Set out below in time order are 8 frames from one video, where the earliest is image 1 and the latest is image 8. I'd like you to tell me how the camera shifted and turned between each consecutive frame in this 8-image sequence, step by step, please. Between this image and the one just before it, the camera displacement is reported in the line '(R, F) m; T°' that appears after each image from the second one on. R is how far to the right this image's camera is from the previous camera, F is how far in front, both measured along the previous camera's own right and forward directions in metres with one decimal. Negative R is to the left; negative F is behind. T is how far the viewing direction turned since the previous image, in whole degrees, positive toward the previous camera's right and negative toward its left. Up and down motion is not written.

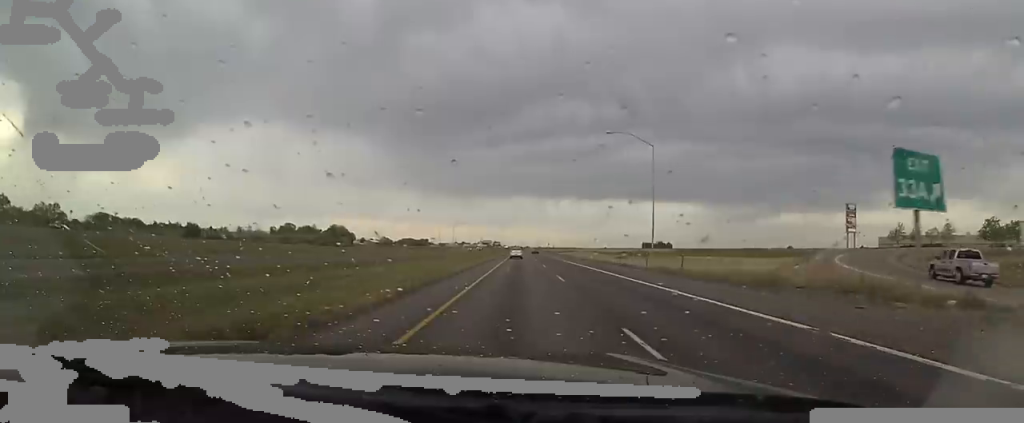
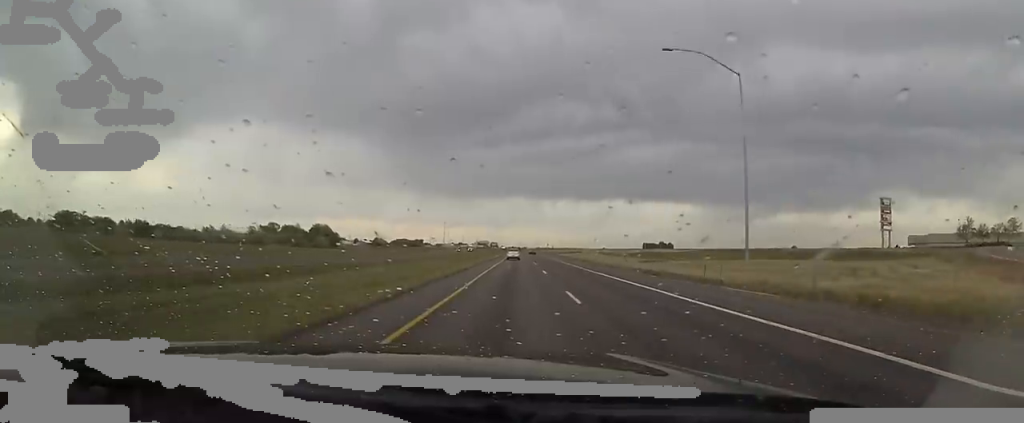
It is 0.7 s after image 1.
(+1.1, +23.0) m; +1°
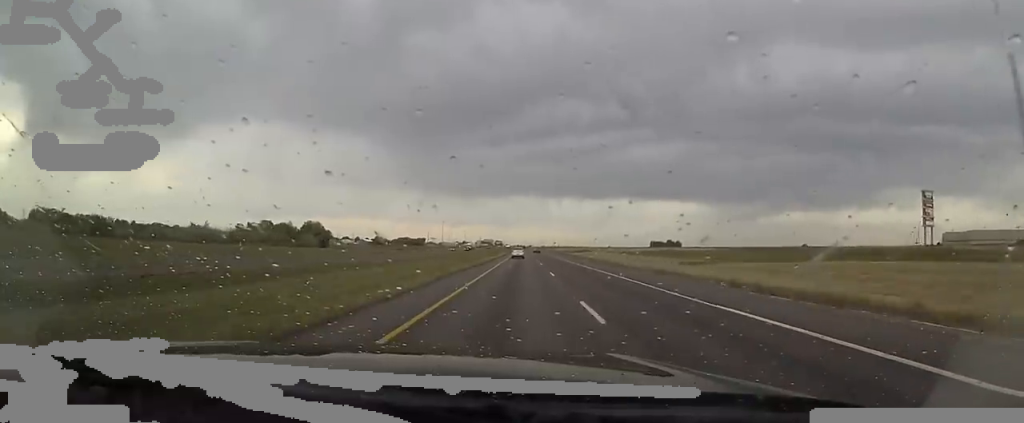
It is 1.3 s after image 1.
(+0.4, +18.6) m; 0°
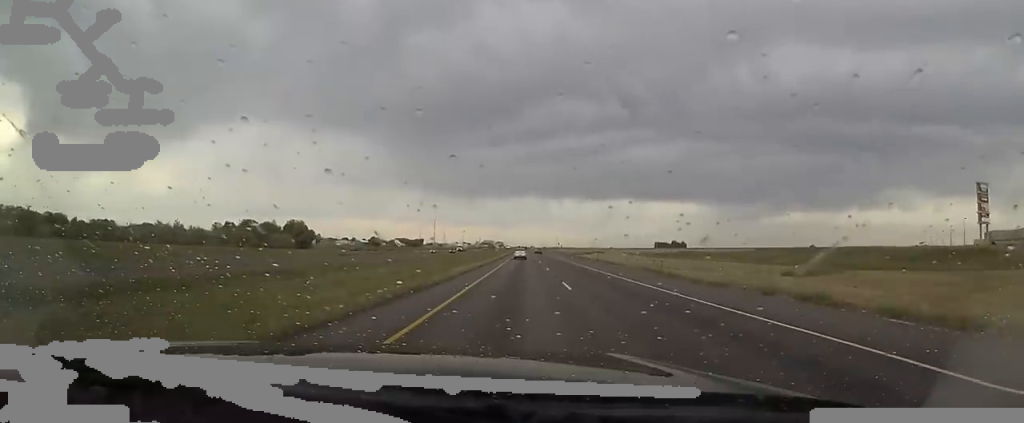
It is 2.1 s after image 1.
(-0.5, +23.3) m; -2°
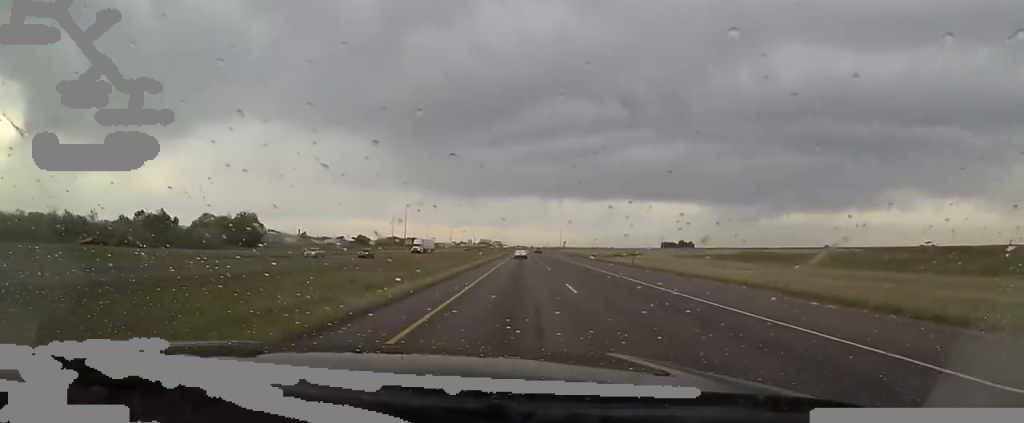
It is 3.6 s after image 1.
(-0.6, +45.8) m; 0°
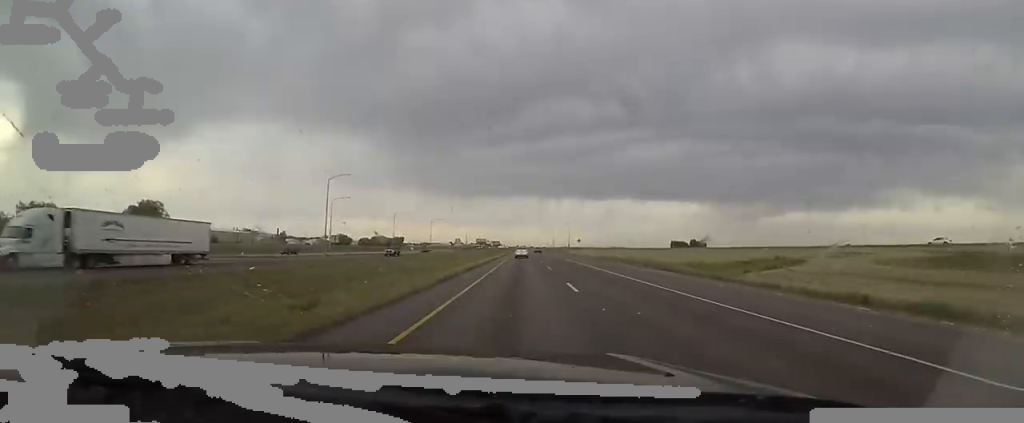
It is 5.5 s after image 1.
(+0.3, +58.9) m; +1°
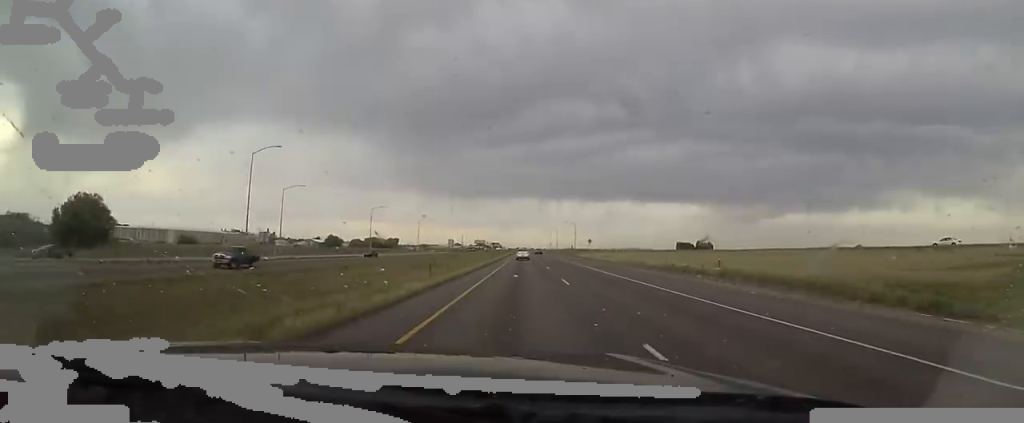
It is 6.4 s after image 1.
(+0.2, +26.9) m; +1°
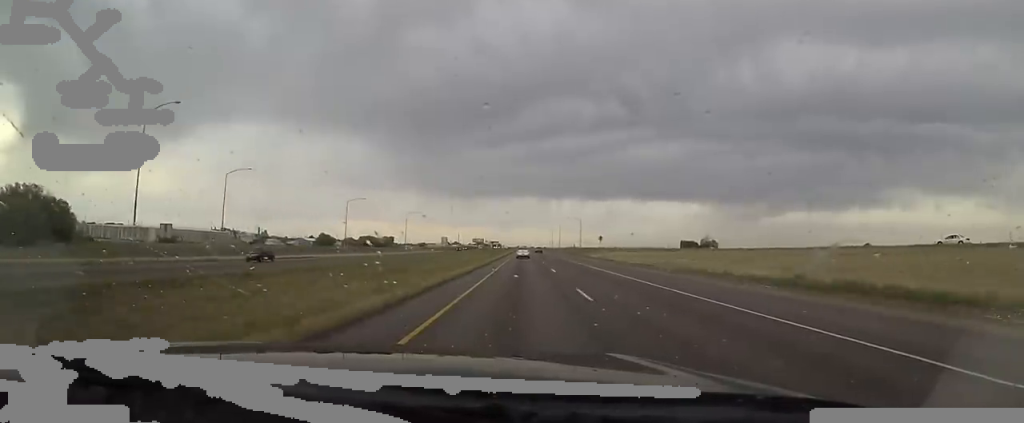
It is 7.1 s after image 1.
(+1.2, +21.0) m; -1°
